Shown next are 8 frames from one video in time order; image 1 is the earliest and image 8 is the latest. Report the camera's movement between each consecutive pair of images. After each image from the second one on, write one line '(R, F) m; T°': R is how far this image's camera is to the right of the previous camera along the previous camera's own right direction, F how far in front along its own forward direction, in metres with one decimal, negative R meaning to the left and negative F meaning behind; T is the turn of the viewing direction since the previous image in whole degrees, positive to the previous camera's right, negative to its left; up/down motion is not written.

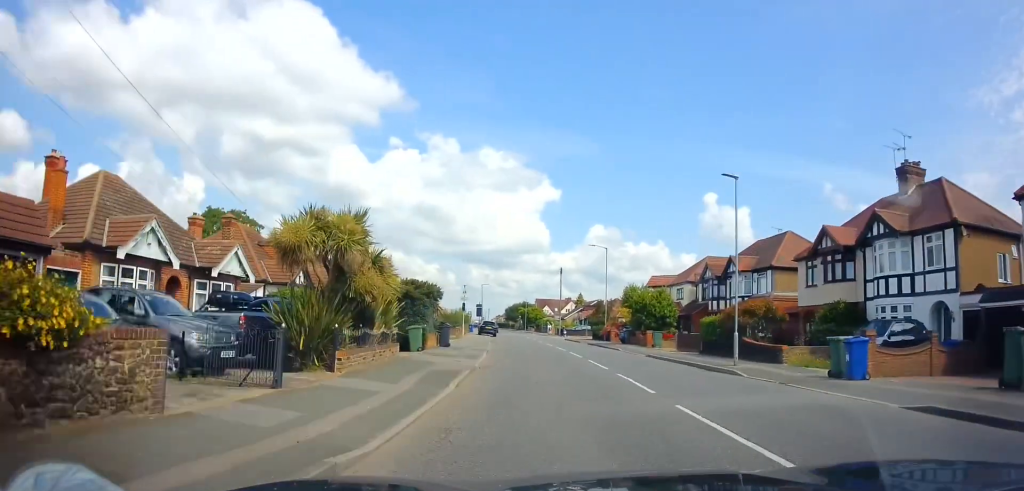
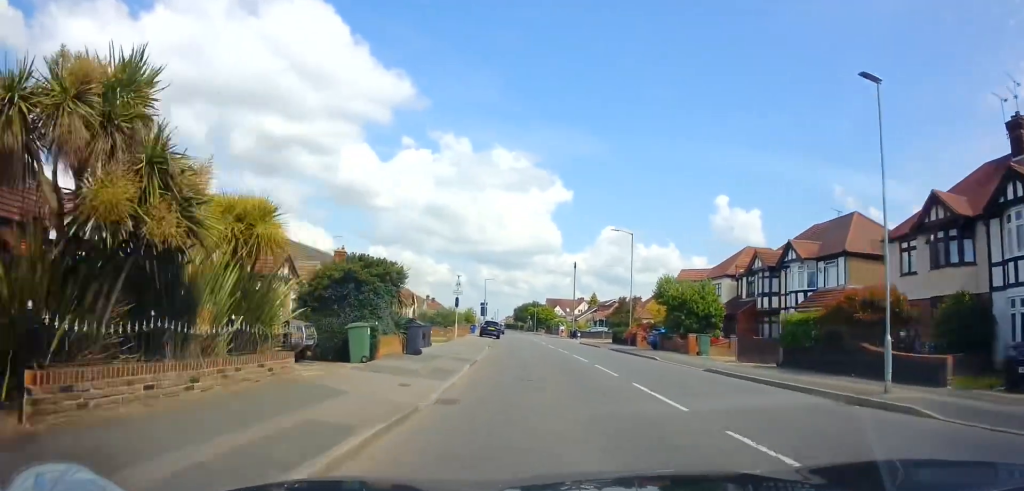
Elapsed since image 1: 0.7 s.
(+0.1, +8.2) m; -1°
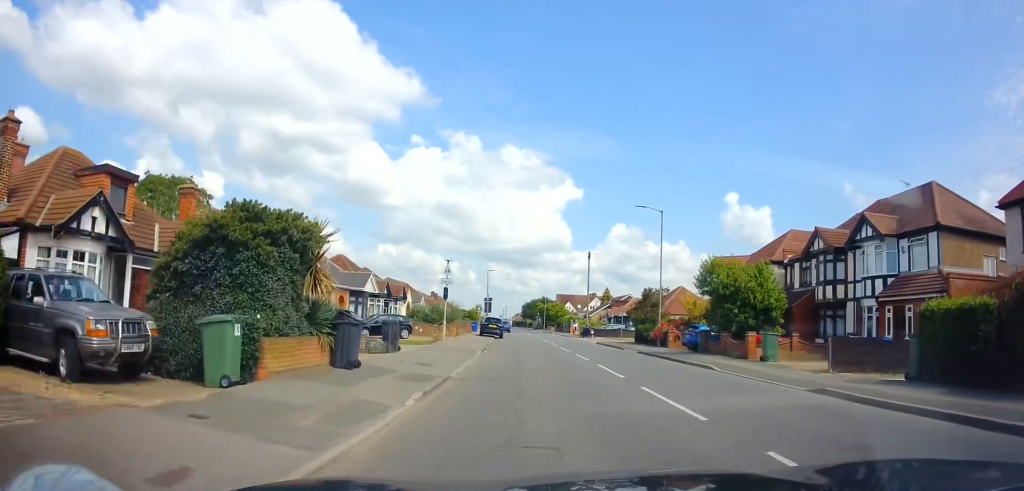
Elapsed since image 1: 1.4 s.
(-0.2, +7.6) m; -1°
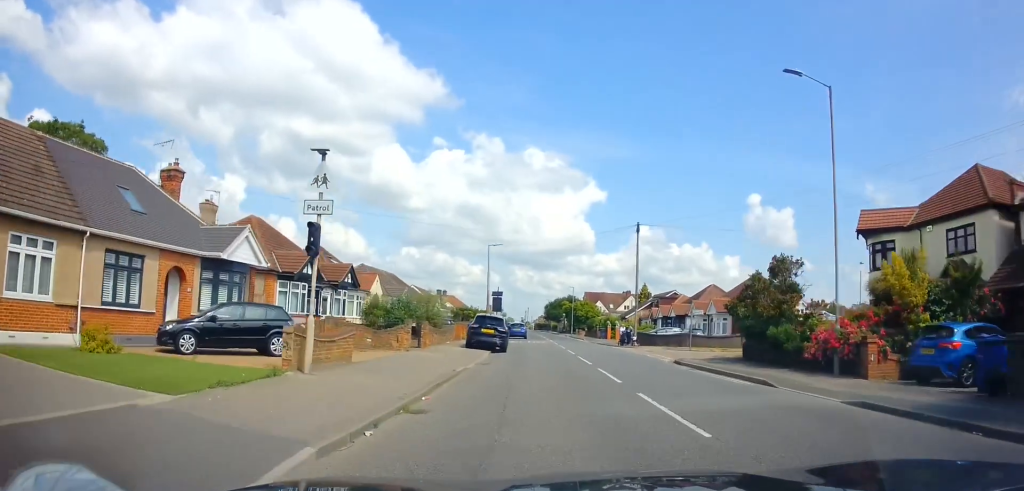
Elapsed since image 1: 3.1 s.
(-0.3, +18.5) m; -2°
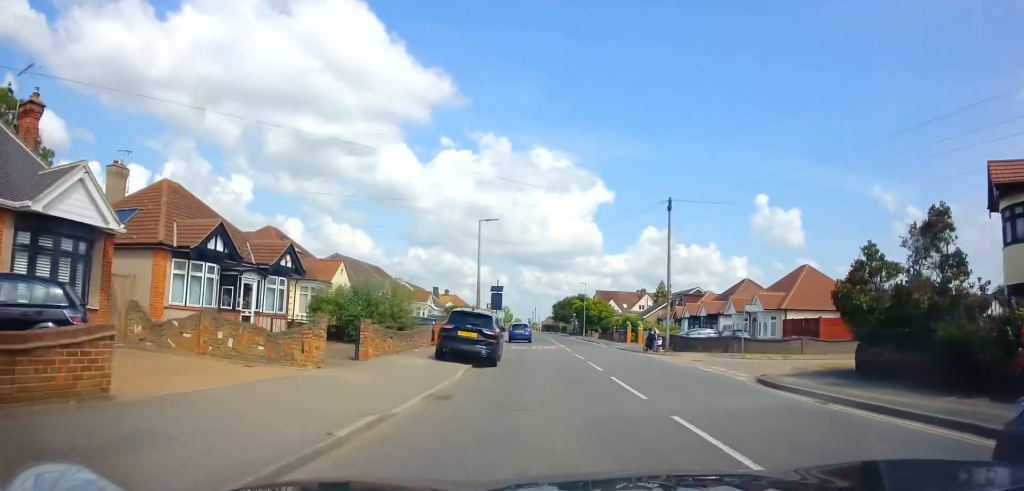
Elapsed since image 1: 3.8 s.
(0.0, +8.3) m; -1°
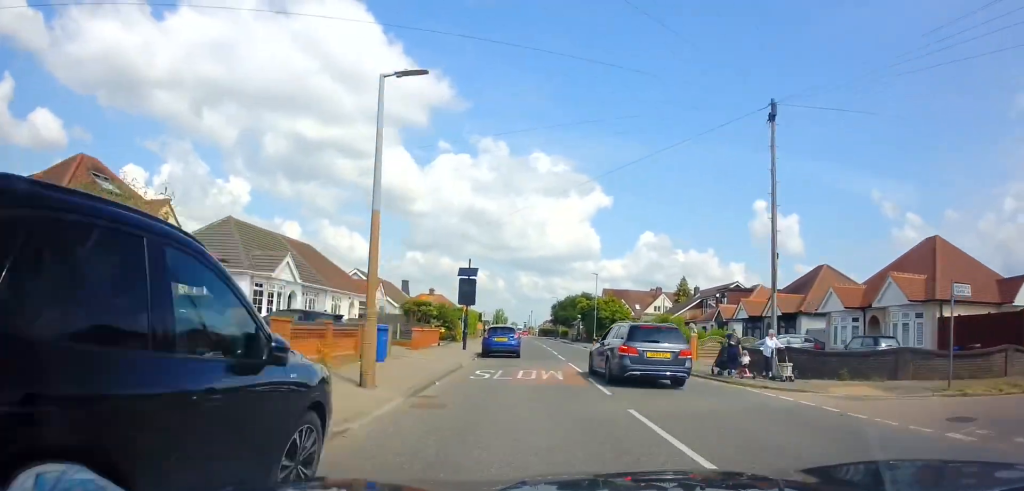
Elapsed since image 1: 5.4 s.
(-0.2, +16.3) m; 0°
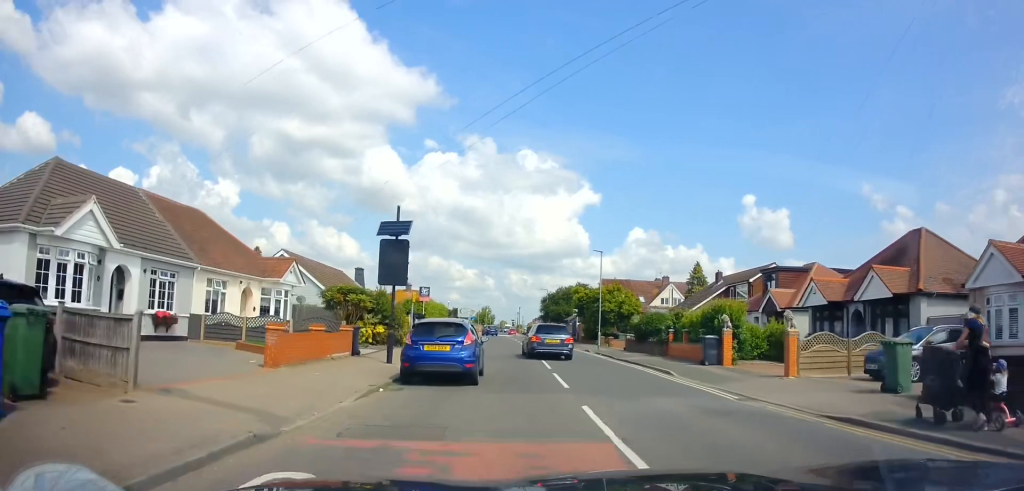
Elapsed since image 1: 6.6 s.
(+0.2, +12.4) m; +1°
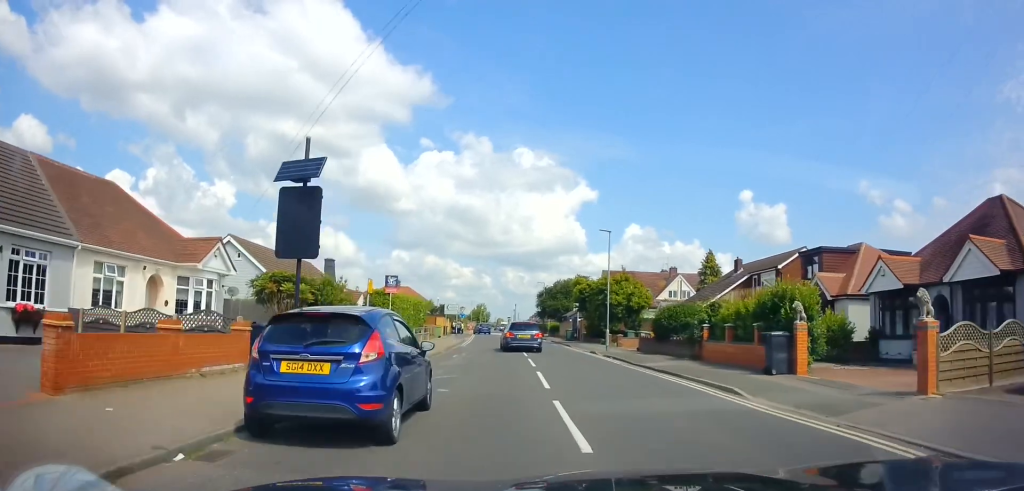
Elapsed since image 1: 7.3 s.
(0.0, +6.3) m; -1°
